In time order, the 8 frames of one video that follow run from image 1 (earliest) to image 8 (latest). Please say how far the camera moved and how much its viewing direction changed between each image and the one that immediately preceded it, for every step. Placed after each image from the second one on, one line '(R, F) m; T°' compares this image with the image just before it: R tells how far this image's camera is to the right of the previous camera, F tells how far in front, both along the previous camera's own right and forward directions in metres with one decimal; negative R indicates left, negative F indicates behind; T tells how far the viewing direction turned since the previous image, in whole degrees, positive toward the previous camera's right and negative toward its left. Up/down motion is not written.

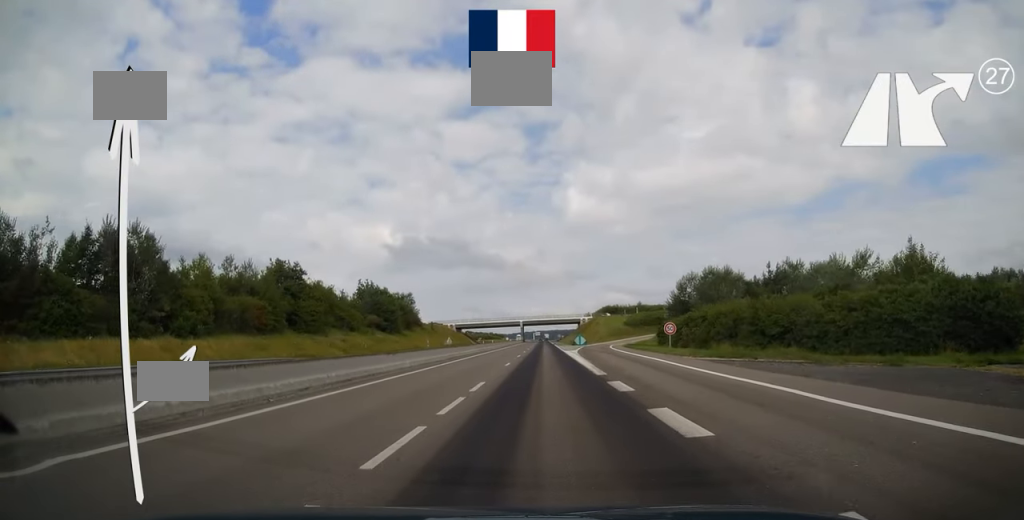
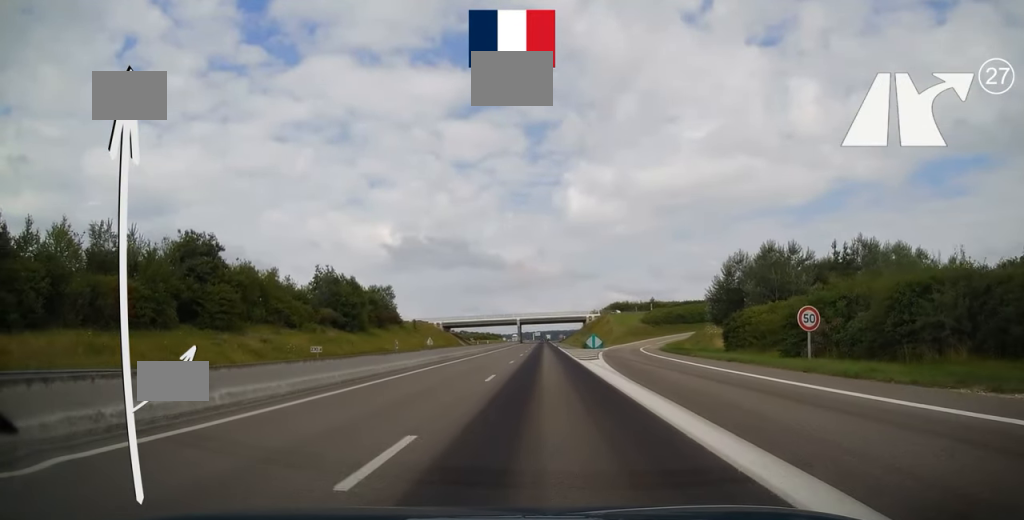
(0.0, +23.8) m; 0°
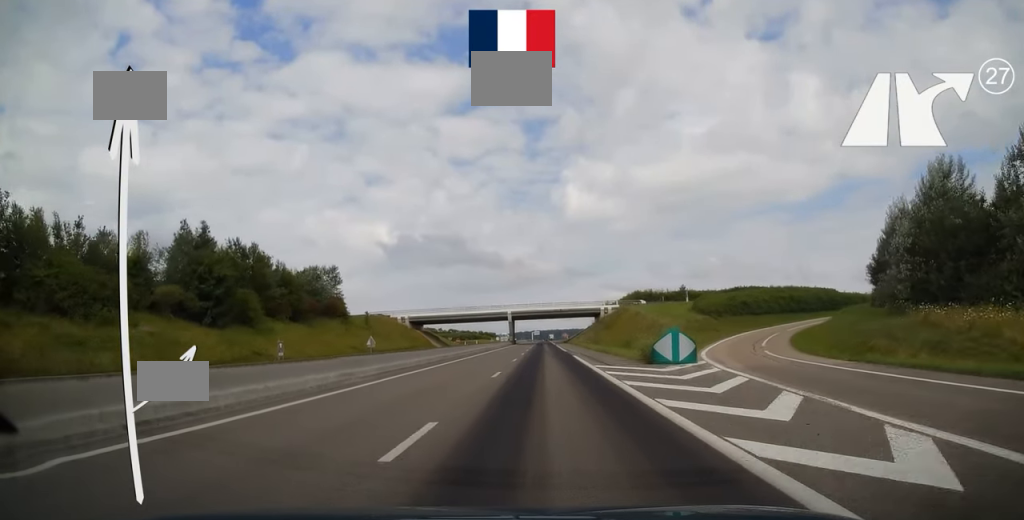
(+0.3, +39.9) m; 0°
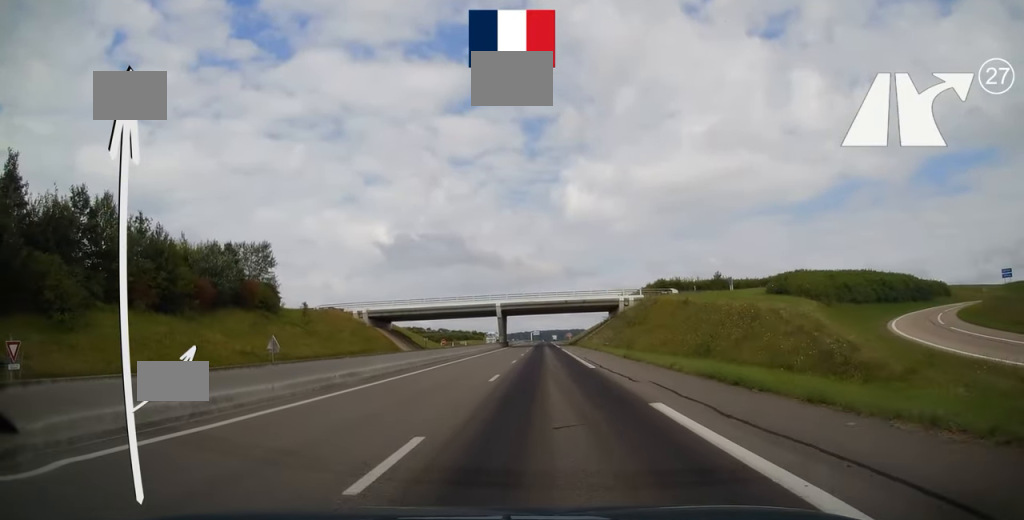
(-0.4, +28.7) m; 0°
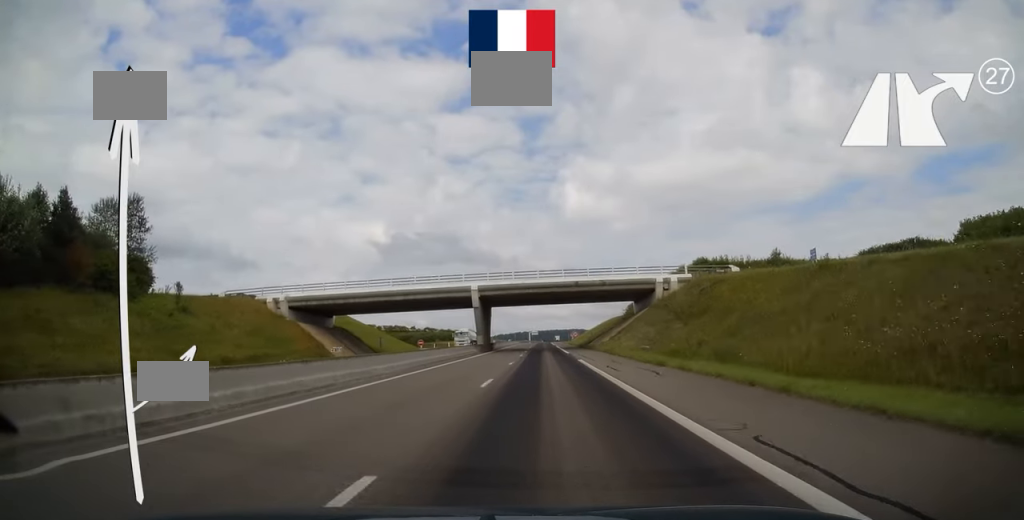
(+0.3, +29.7) m; +1°
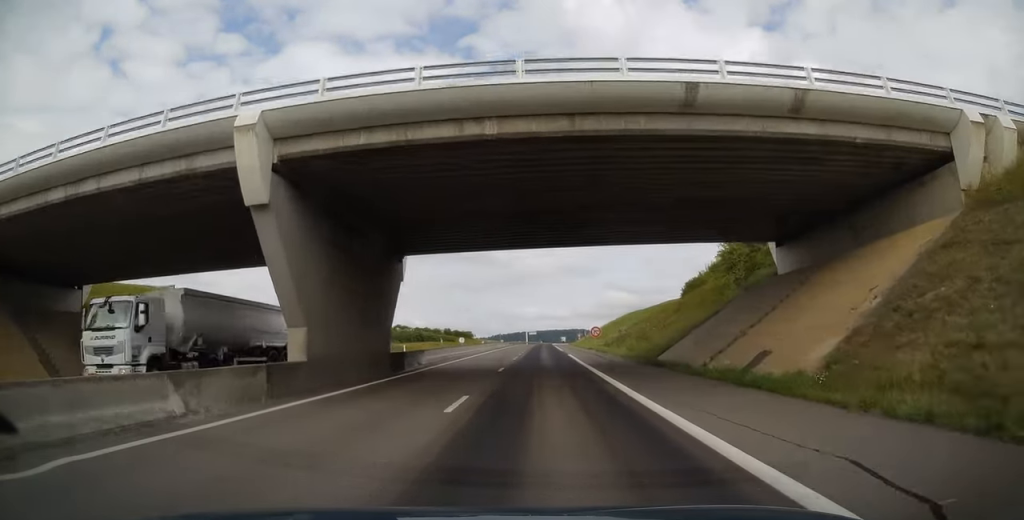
(+0.1, +46.3) m; 0°
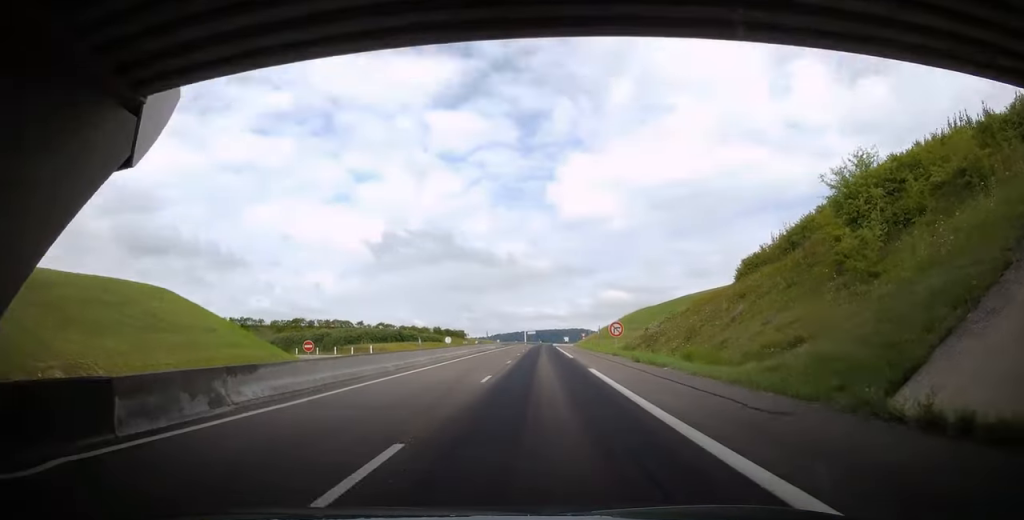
(0.0, +19.5) m; 0°
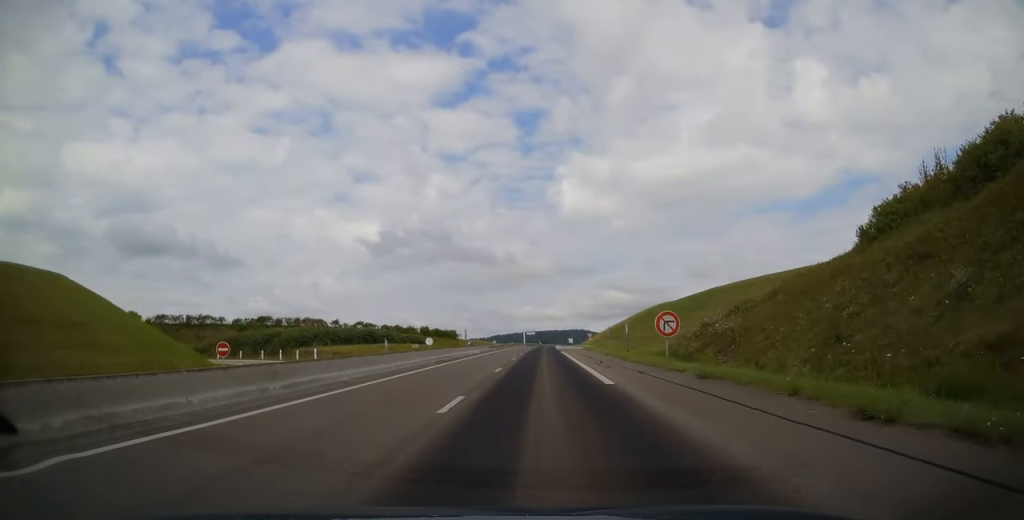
(0.0, +20.5) m; -1°
